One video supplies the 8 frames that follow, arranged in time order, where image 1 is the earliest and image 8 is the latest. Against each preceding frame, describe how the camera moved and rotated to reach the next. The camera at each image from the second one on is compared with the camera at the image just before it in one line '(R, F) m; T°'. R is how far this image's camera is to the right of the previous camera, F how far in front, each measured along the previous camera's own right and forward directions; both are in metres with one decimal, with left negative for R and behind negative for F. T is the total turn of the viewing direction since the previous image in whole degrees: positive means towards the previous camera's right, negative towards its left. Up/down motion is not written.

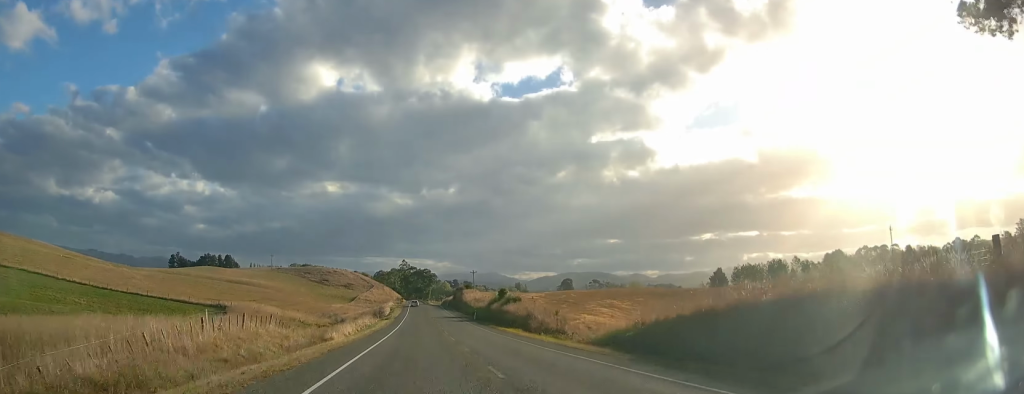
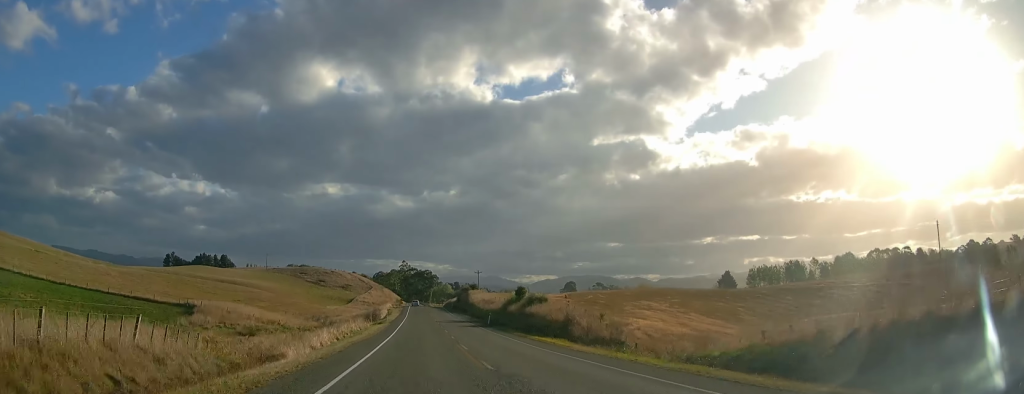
(+0.2, +16.8) m; +1°
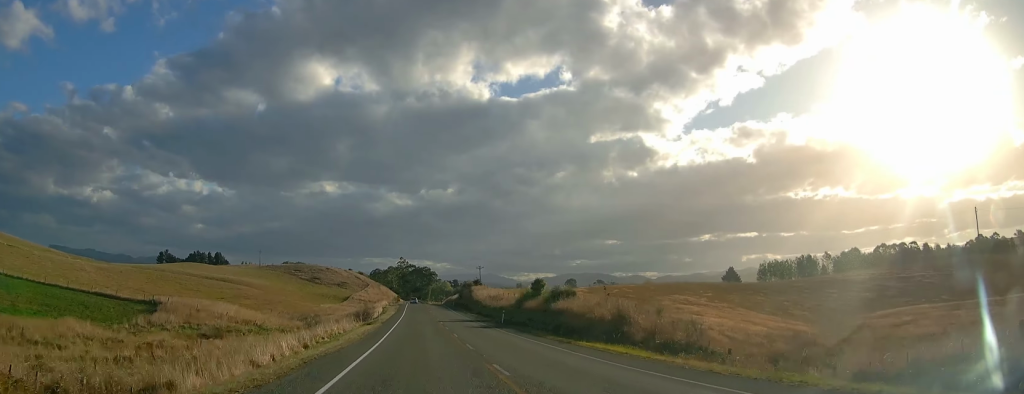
(+0.1, +13.1) m; 0°
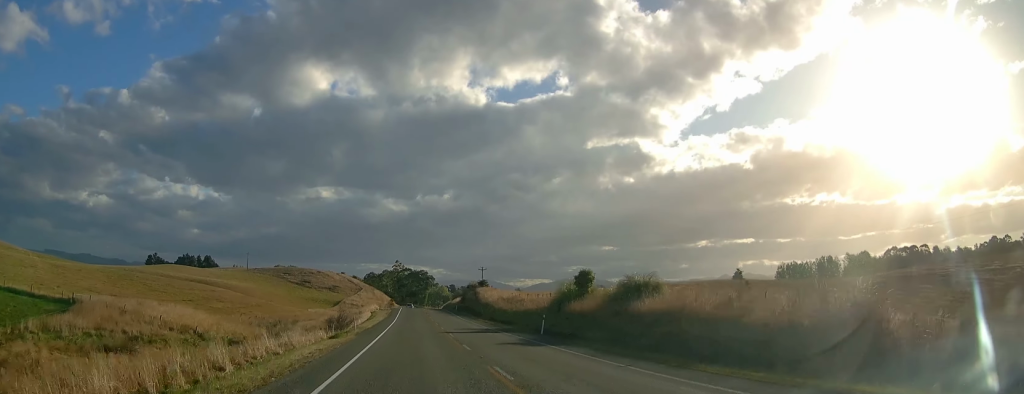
(0.0, +21.0) m; -2°
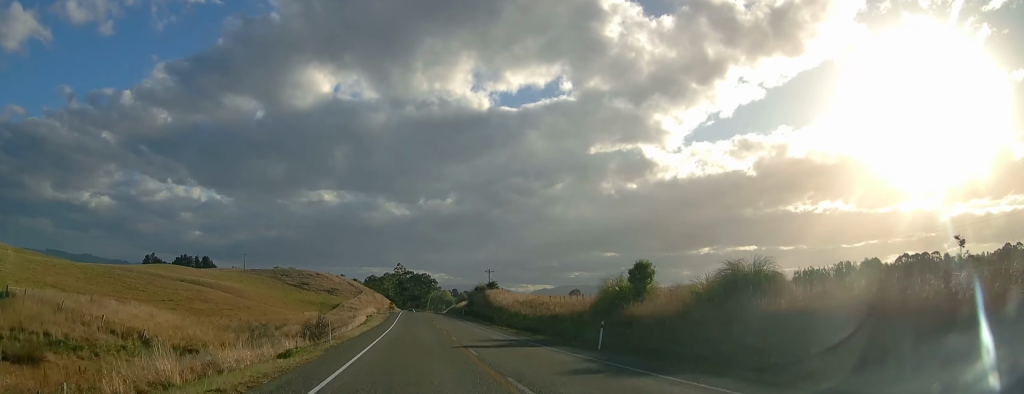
(-0.6, +12.5) m; 0°
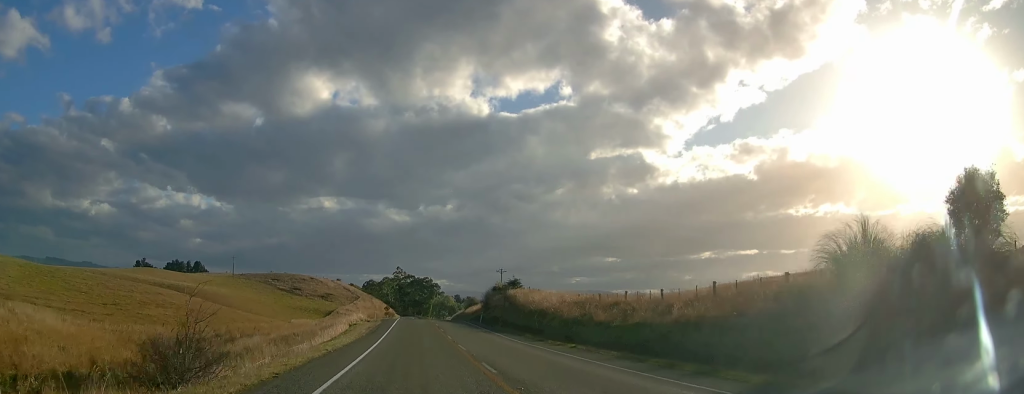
(+0.2, +25.2) m; +1°
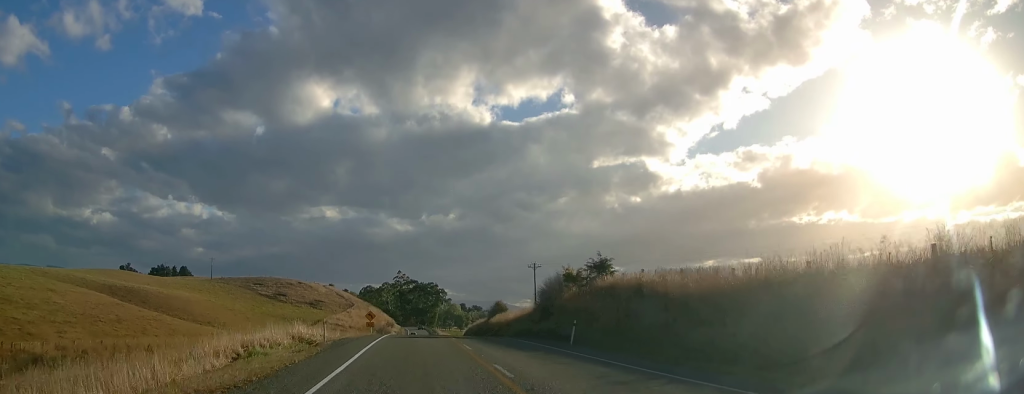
(+0.1, +43.1) m; 0°
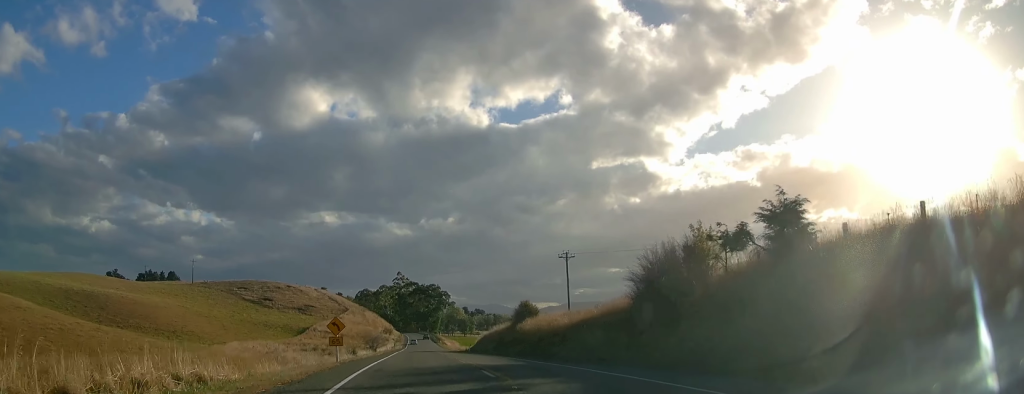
(+0.2, +26.9) m; 0°
